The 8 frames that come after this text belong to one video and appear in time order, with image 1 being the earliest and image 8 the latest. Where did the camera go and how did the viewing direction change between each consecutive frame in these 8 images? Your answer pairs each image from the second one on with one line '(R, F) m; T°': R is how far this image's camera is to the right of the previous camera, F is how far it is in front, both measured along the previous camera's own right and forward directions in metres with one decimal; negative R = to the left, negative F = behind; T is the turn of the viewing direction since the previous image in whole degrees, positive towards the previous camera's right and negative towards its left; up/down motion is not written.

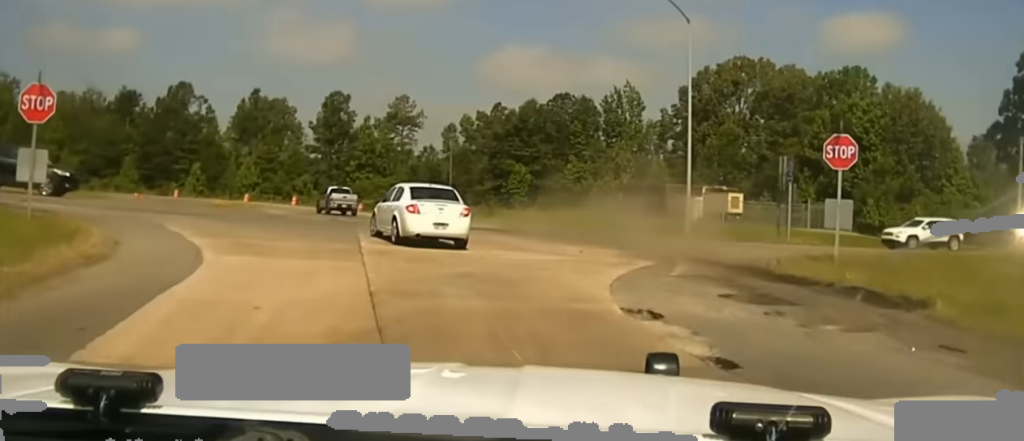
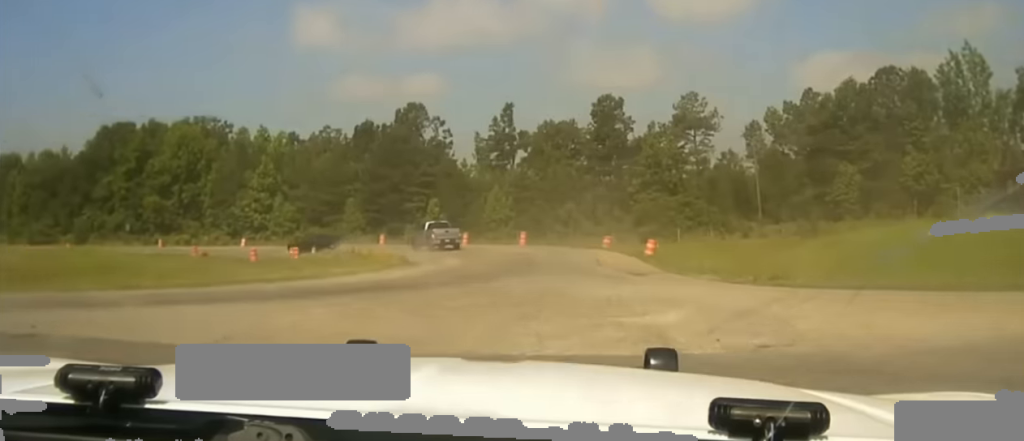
(-16.6, +26.2) m; -56°
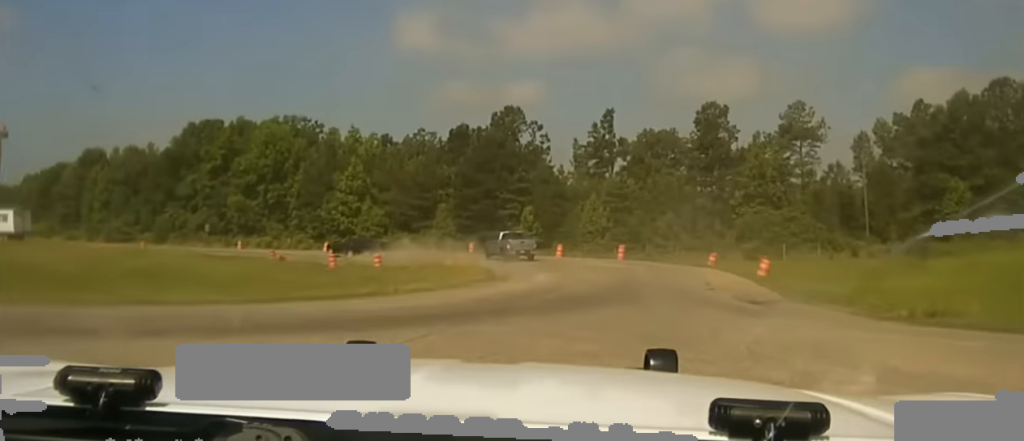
(0.0, +5.6) m; -1°
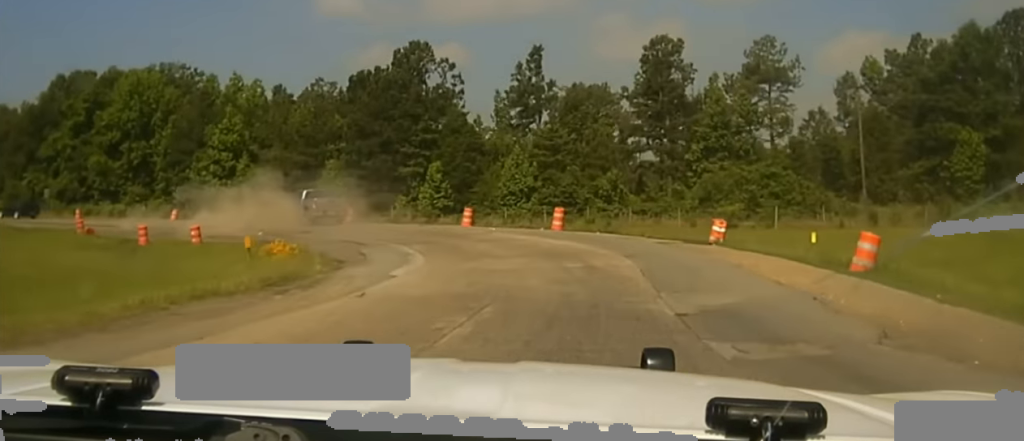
(-0.5, +19.2) m; -3°
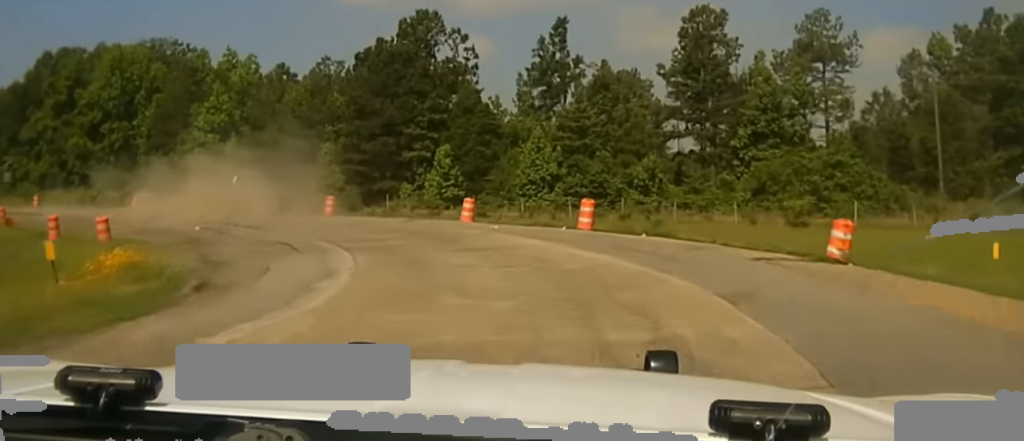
(-0.1, +9.6) m; -3°
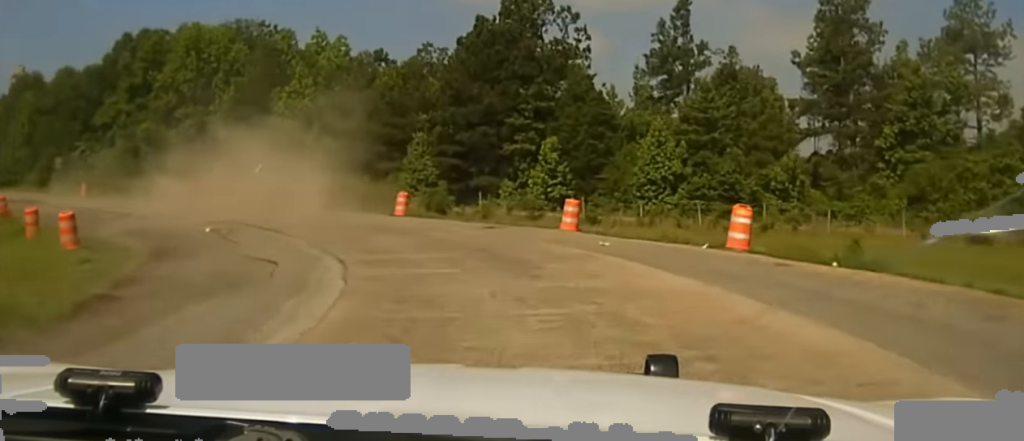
(+0.3, +8.4) m; -4°
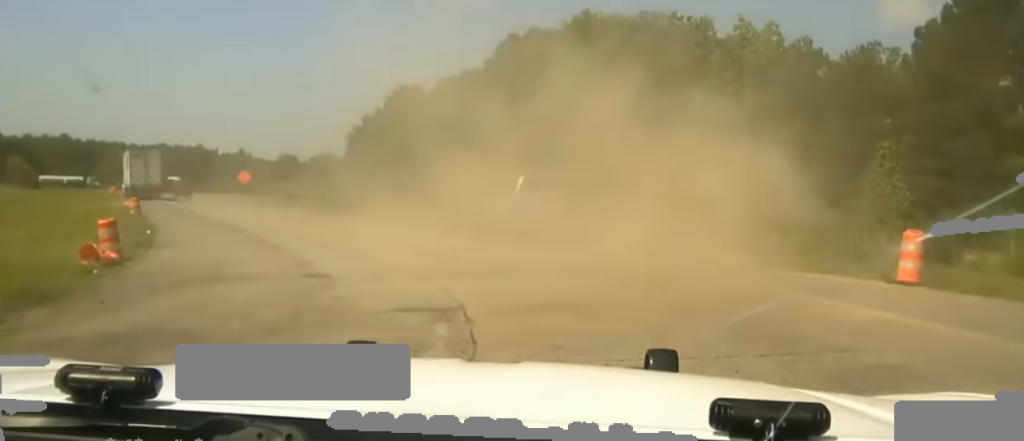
(-2.9, +22.0) m; -18°
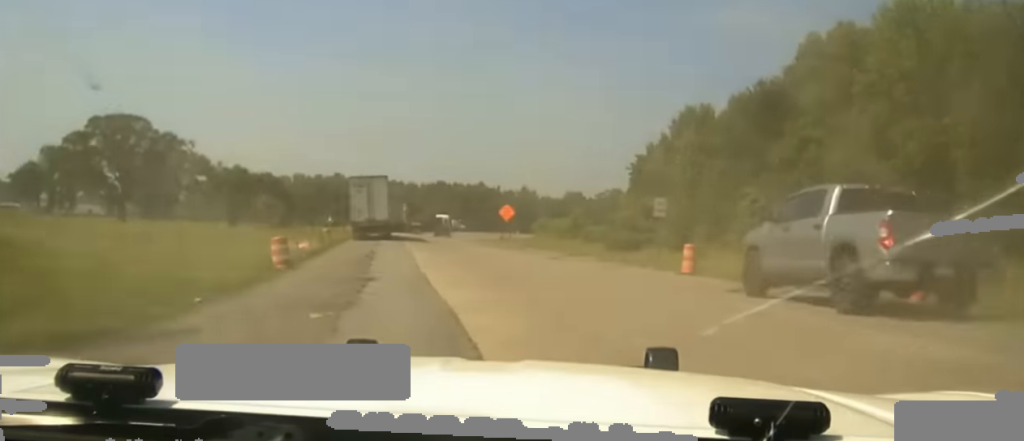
(-1.8, +15.4) m; -17°
